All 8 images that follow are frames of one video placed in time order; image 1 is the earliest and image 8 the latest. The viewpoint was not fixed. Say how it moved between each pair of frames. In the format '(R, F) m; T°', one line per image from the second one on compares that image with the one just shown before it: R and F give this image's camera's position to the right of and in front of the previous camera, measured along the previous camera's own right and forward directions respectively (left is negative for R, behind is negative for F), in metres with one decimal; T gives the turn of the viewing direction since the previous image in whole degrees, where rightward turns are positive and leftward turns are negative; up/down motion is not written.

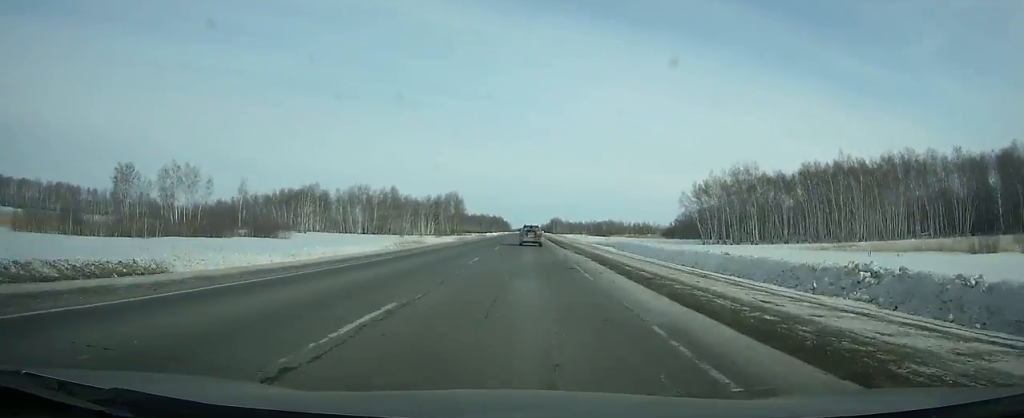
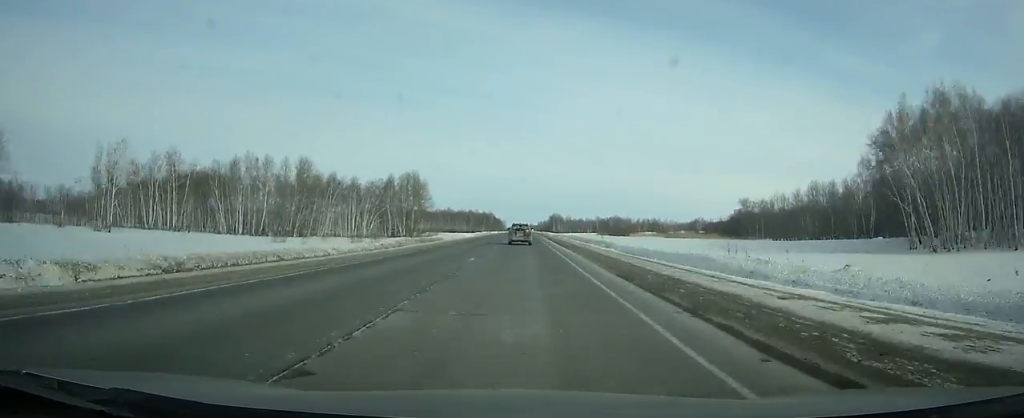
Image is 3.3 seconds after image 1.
(+0.1, +81.3) m; 0°
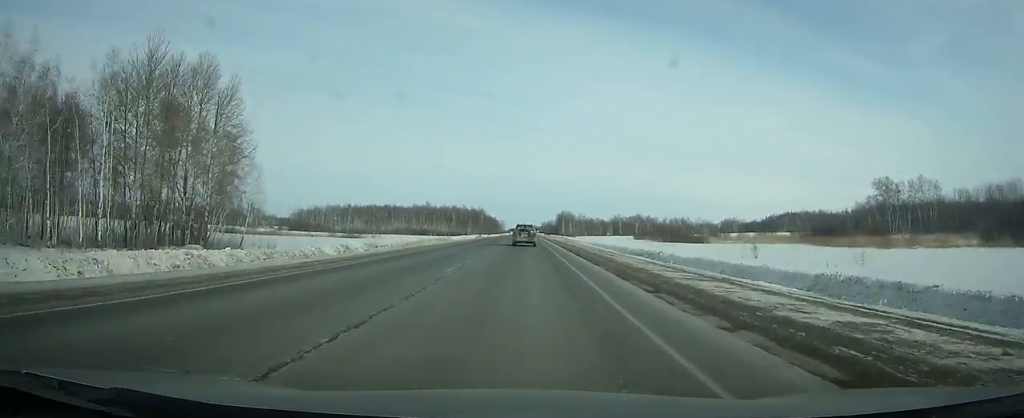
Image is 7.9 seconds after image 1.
(+0.2, +113.8) m; 0°
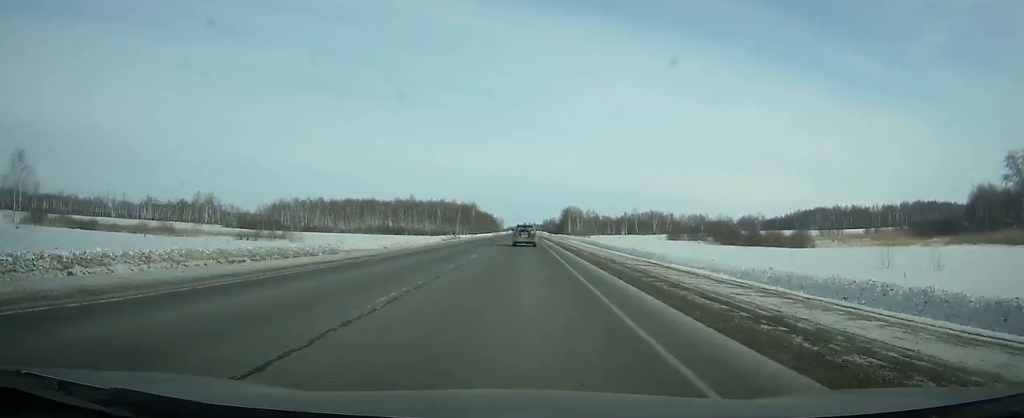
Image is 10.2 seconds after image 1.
(0.0, +57.2) m; 0°
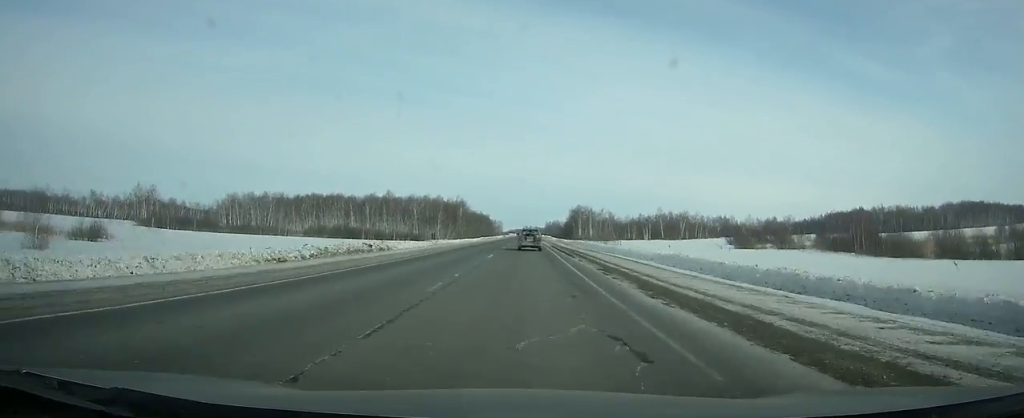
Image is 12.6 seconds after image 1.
(-0.4, +59.9) m; 0°
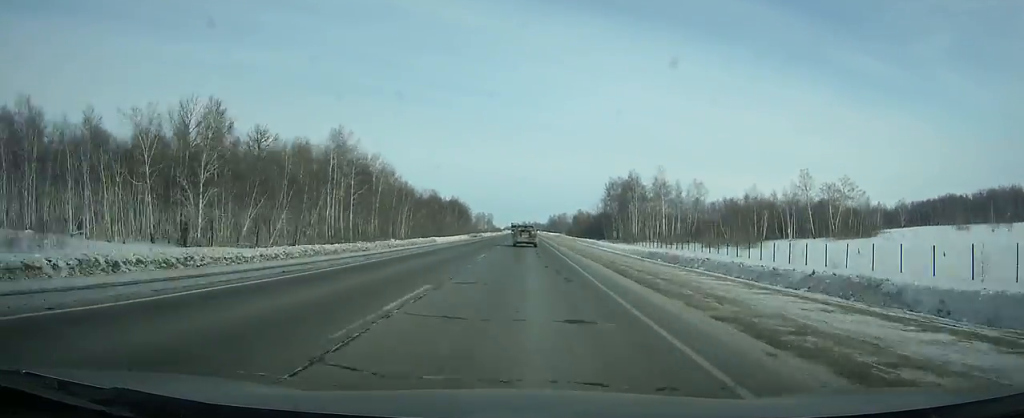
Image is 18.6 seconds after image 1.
(+0.5, +150.9) m; 0°
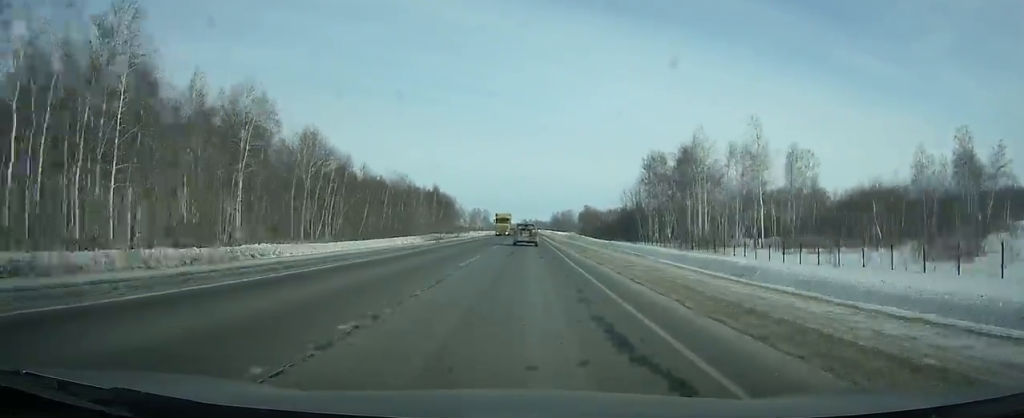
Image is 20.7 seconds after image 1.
(+0.1, +53.3) m; 0°
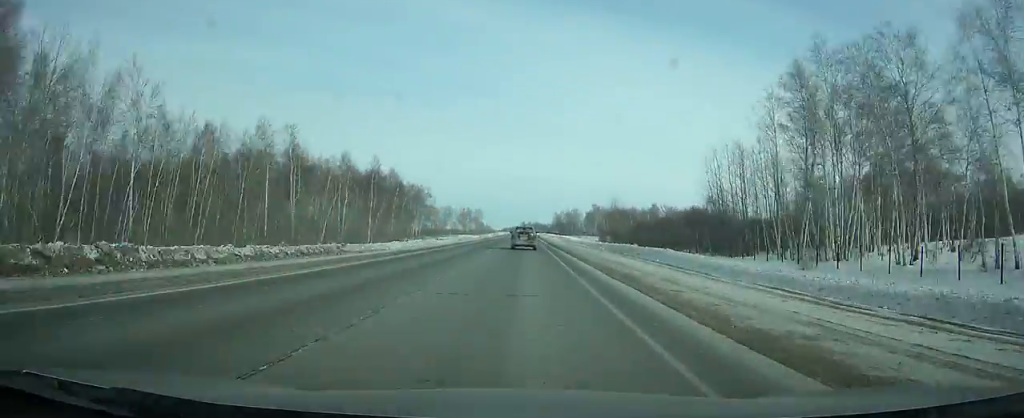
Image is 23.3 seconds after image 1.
(+0.1, +66.2) m; 0°
